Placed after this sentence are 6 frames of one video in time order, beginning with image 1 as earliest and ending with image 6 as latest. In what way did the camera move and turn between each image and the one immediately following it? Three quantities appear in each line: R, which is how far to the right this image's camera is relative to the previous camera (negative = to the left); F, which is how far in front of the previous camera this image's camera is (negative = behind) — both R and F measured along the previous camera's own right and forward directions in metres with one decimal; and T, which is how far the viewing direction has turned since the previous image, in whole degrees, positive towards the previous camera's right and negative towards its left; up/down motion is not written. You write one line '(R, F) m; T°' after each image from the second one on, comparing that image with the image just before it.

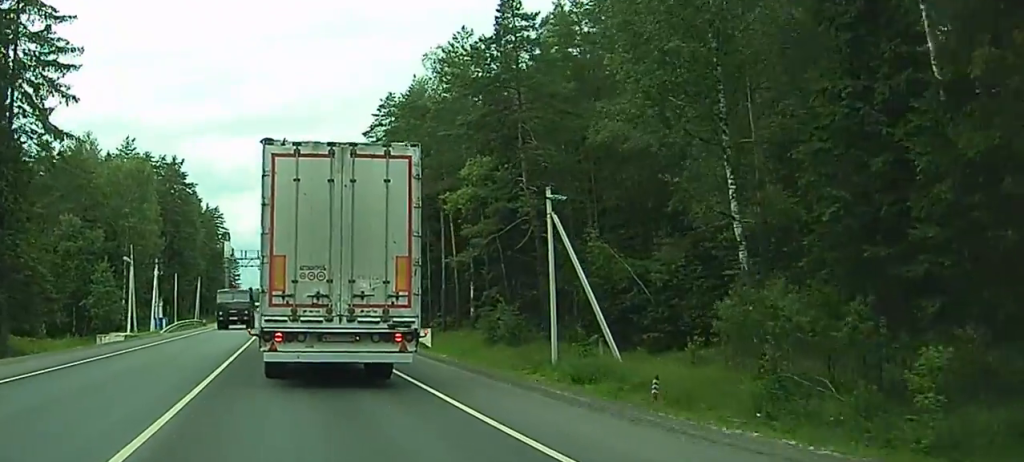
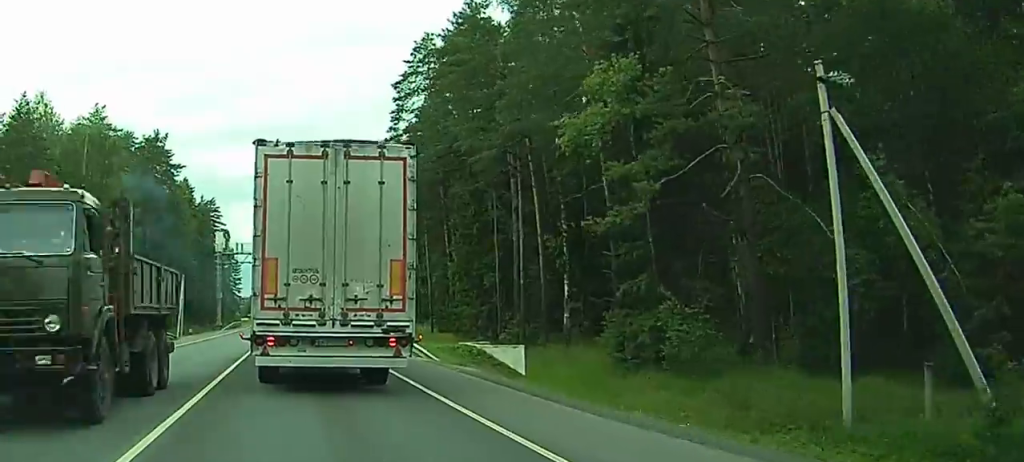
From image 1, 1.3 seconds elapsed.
(+0.5, +24.5) m; +1°
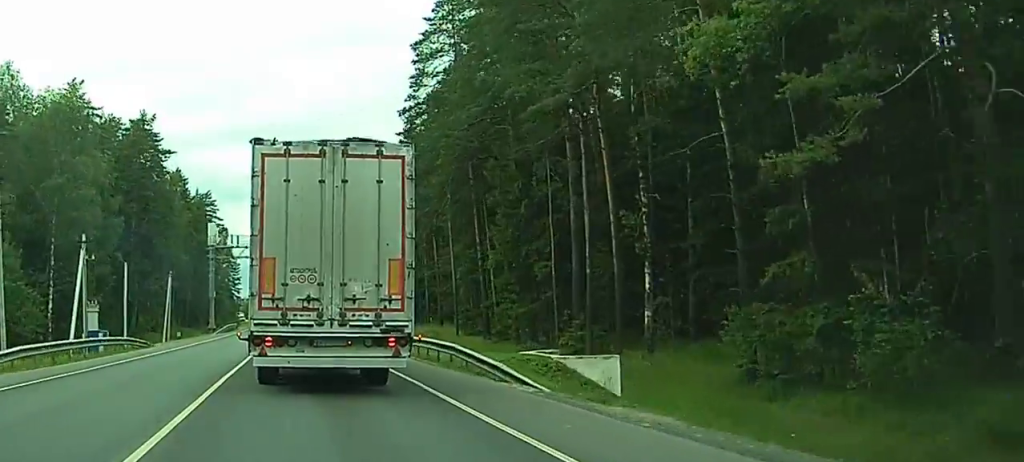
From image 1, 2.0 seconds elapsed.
(0.0, +11.8) m; -1°
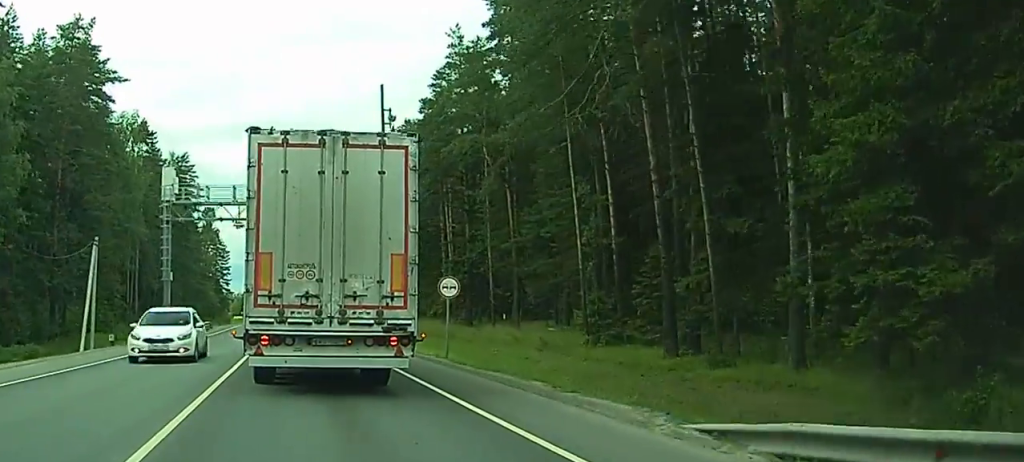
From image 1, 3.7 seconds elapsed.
(-0.5, +32.3) m; -1°
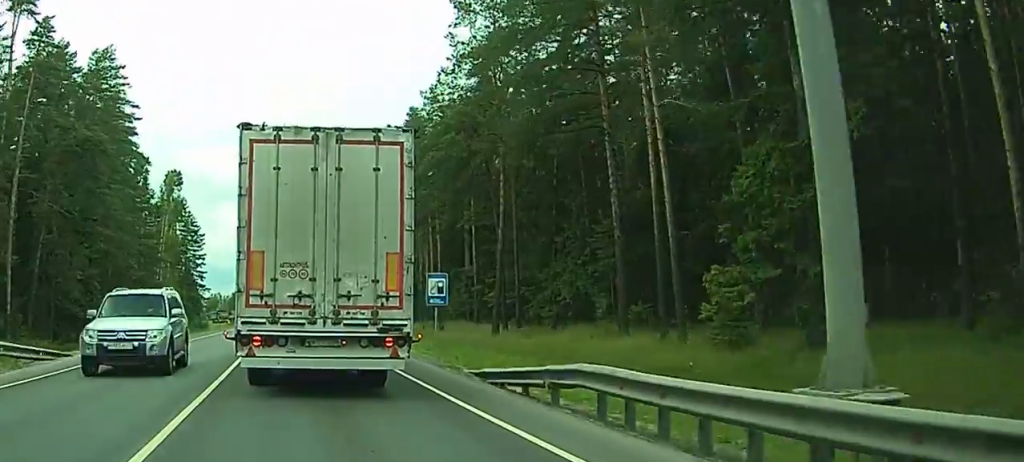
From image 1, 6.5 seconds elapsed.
(+0.1, +51.5) m; +1°
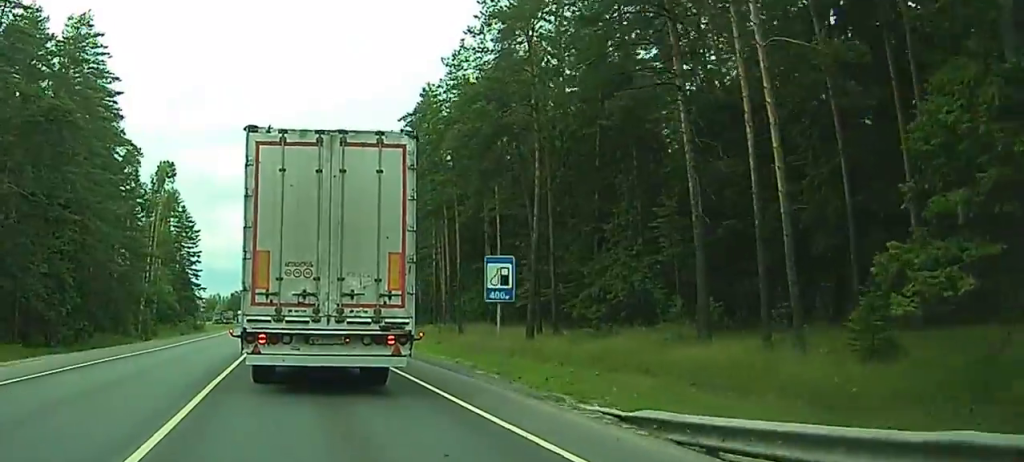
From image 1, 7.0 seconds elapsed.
(0.0, +9.0) m; 0°
